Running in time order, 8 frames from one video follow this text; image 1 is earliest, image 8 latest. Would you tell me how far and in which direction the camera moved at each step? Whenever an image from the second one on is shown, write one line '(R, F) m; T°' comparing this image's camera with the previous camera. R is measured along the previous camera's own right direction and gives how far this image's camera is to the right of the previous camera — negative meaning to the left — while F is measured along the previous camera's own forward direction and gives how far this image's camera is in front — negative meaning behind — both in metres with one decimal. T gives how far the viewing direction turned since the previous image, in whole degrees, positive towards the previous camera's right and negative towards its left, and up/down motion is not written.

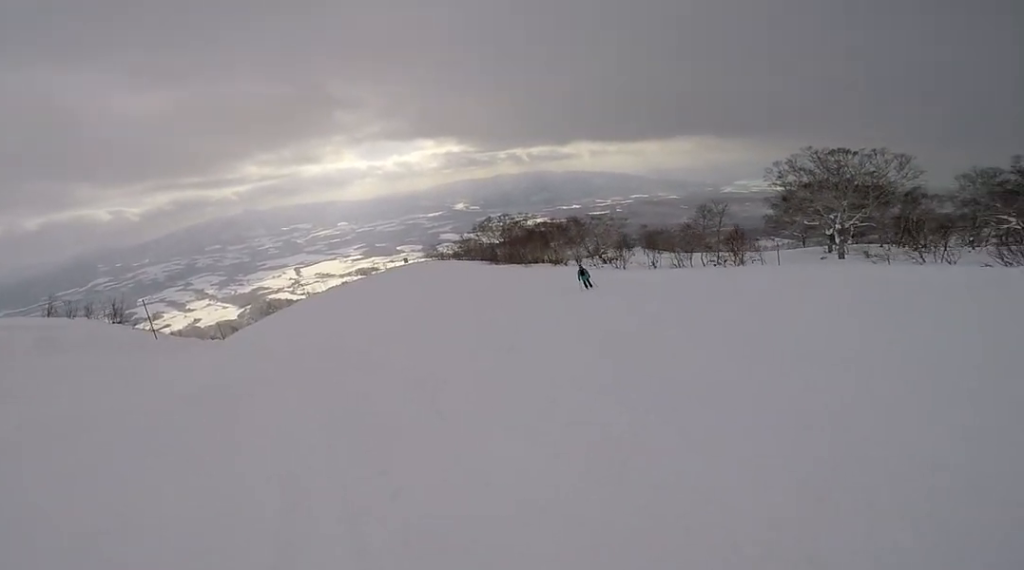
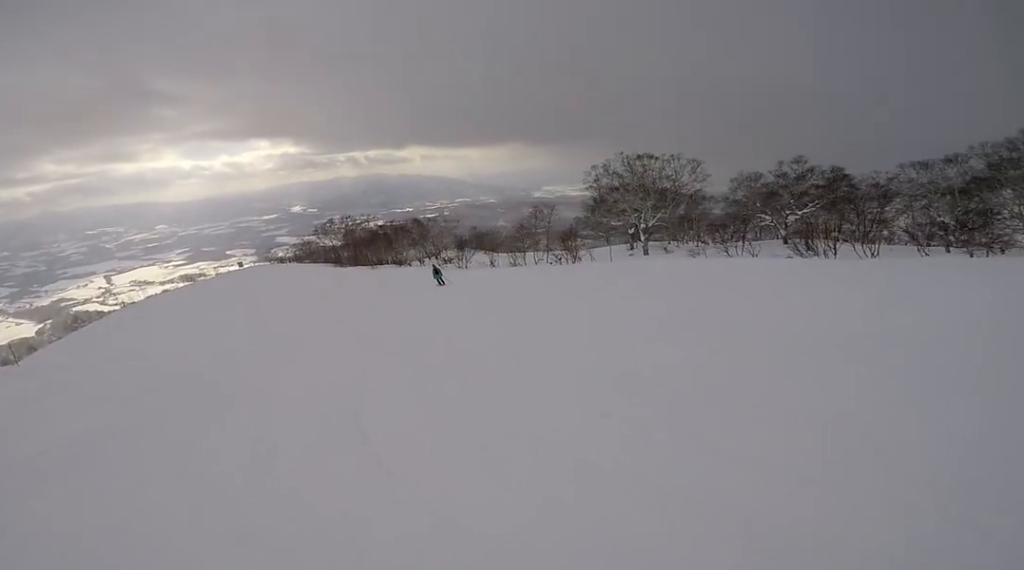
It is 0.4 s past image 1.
(+0.7, +1.9) m; +20°
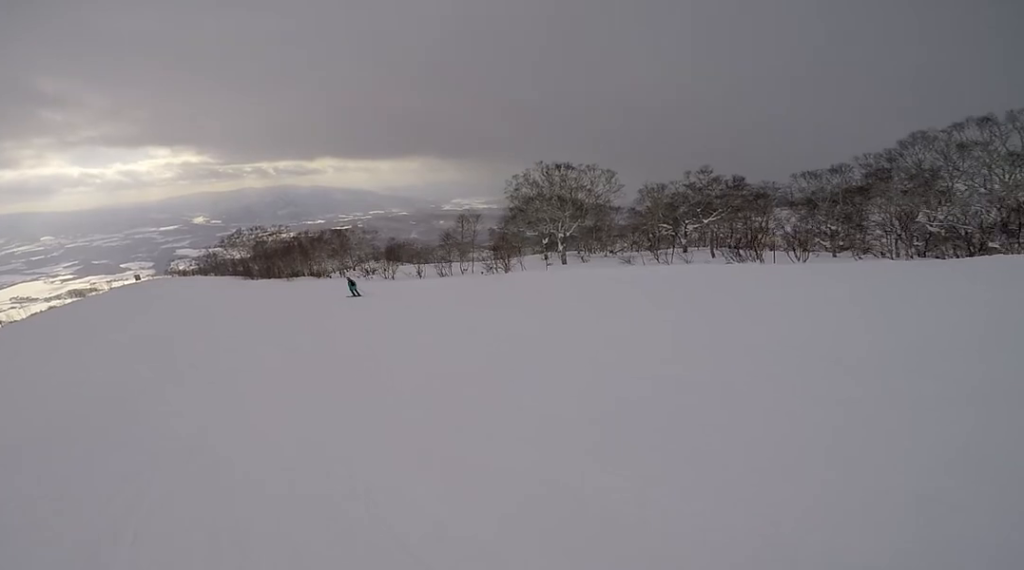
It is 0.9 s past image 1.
(+0.1, +2.2) m; +22°
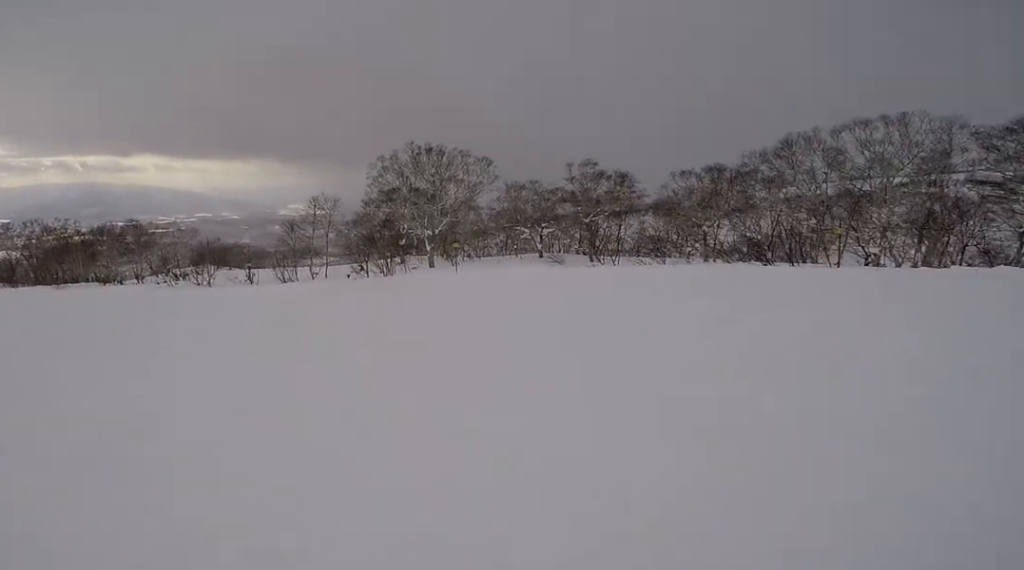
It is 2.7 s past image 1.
(+2.0, +9.3) m; -8°
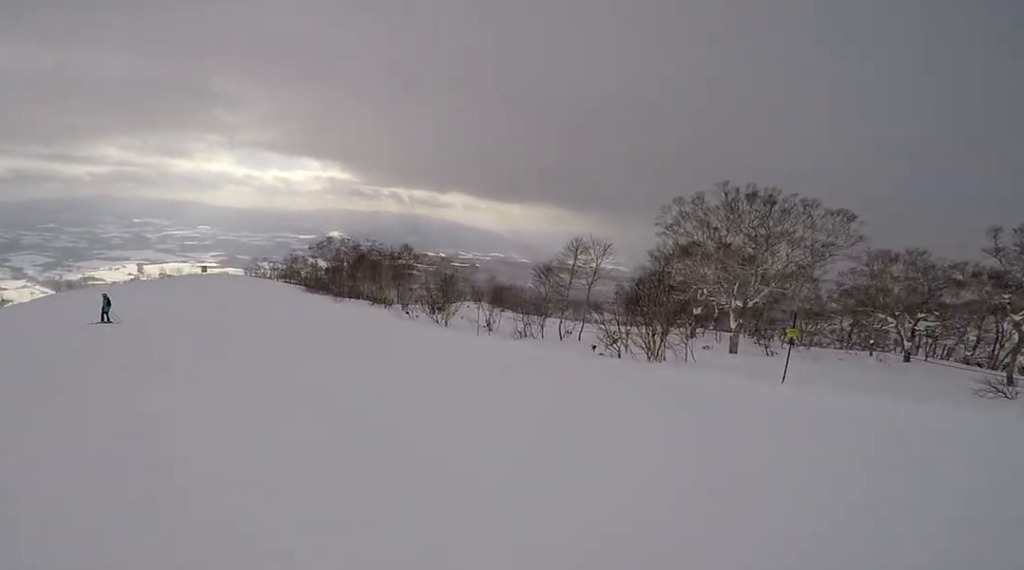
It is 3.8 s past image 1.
(-1.3, +5.5) m; -23°
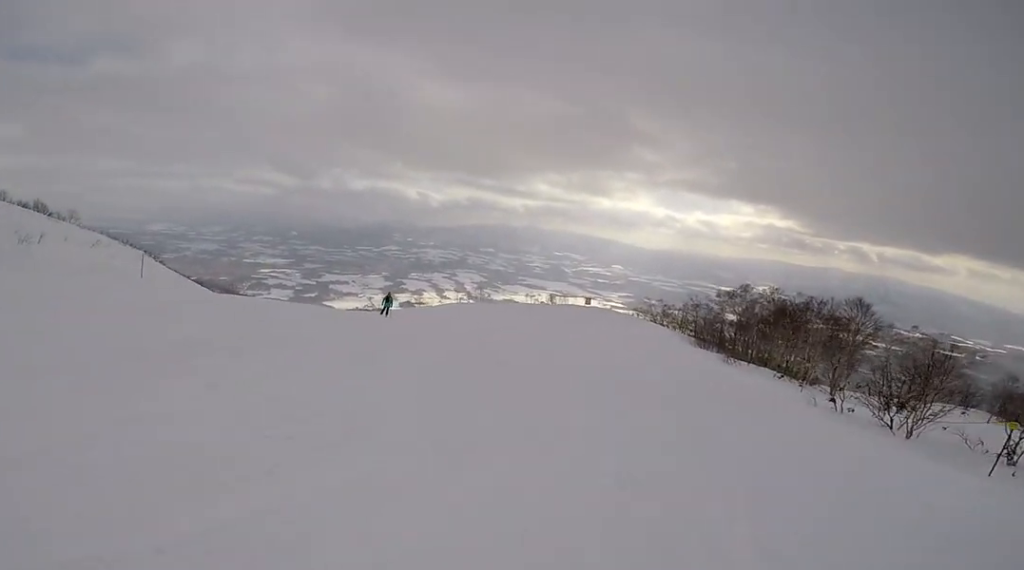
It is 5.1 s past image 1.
(-1.3, +6.8) m; -33°
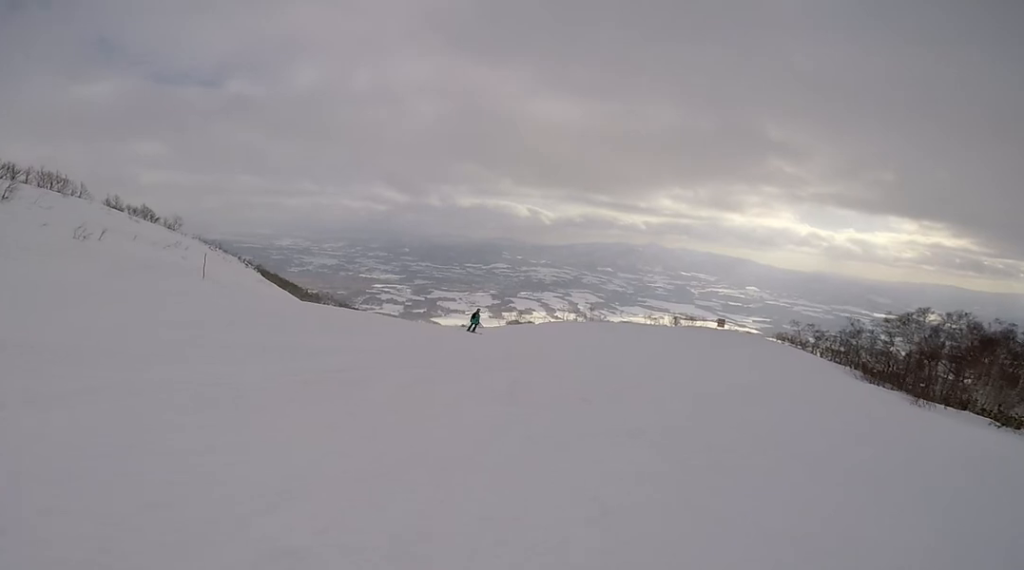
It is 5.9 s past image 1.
(-1.4, +4.3) m; -22°
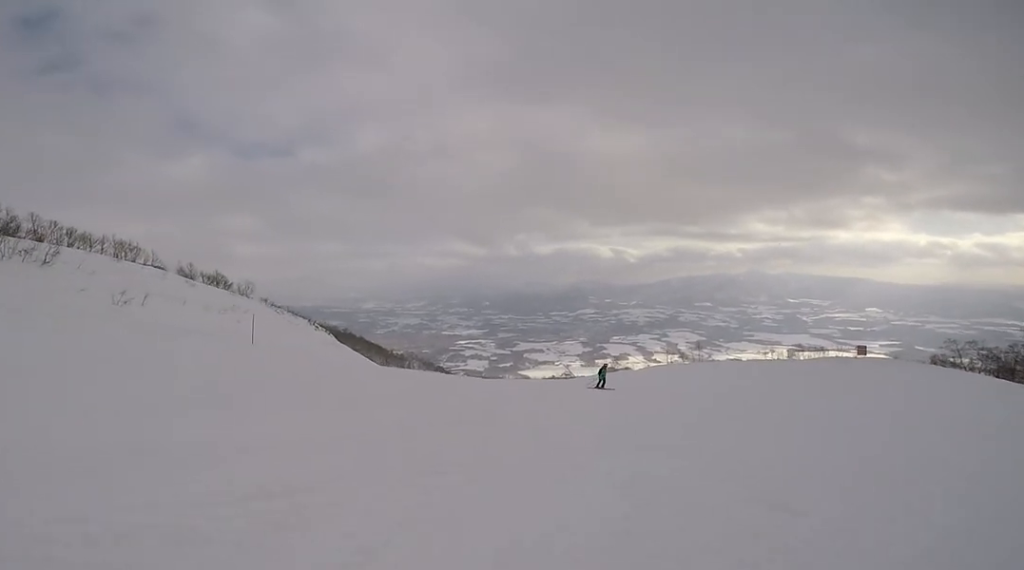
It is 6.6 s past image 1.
(-0.4, +3.4) m; -3°
